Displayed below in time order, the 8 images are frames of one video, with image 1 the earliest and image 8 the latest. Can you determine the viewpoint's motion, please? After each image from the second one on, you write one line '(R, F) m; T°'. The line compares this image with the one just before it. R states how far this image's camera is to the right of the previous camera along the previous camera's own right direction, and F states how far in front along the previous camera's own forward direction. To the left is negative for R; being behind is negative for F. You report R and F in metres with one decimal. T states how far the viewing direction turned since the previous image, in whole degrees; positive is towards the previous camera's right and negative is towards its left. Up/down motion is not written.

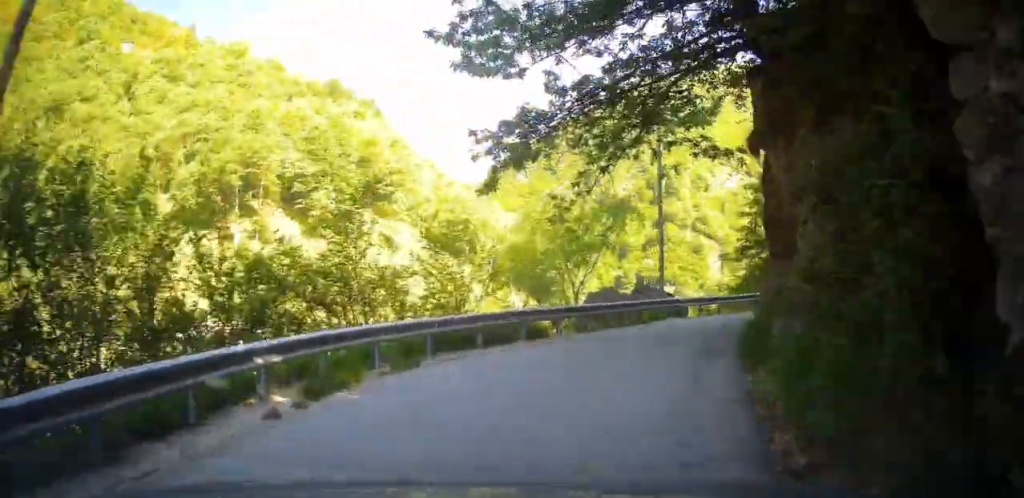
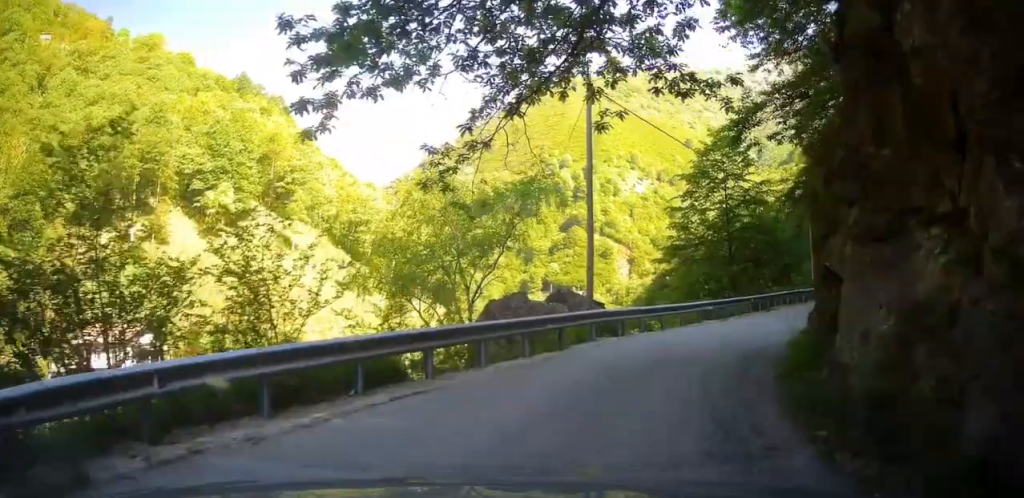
(+0.5, +6.9) m; +7°
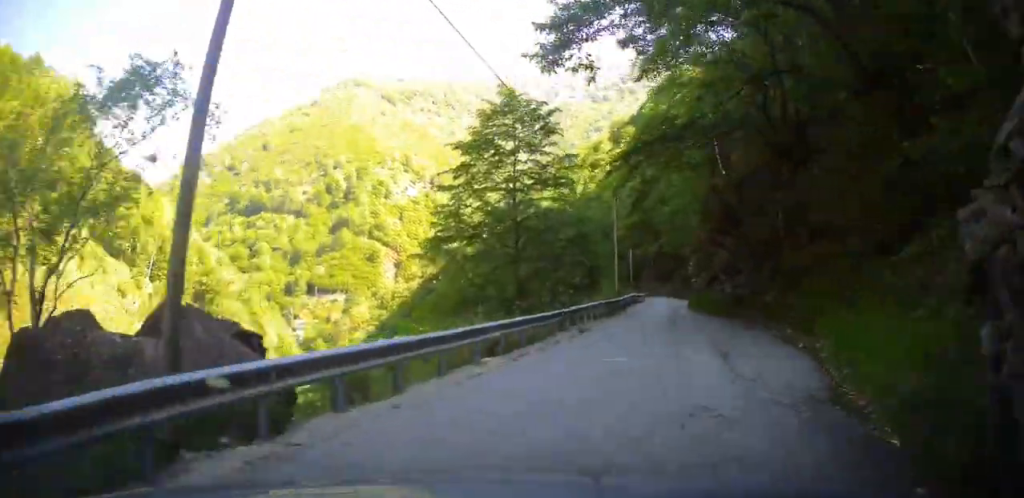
(0.0, +11.8) m; +13°
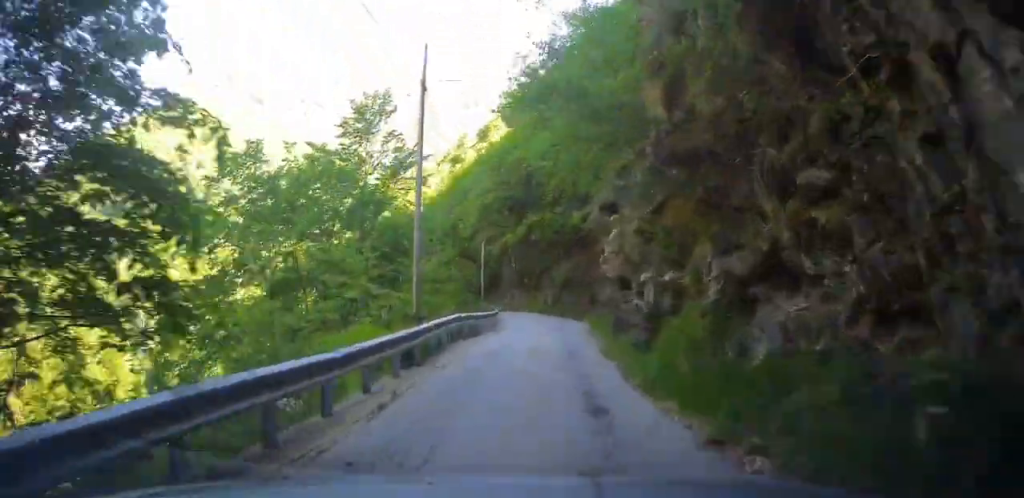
(+6.9, +22.3) m; +22°
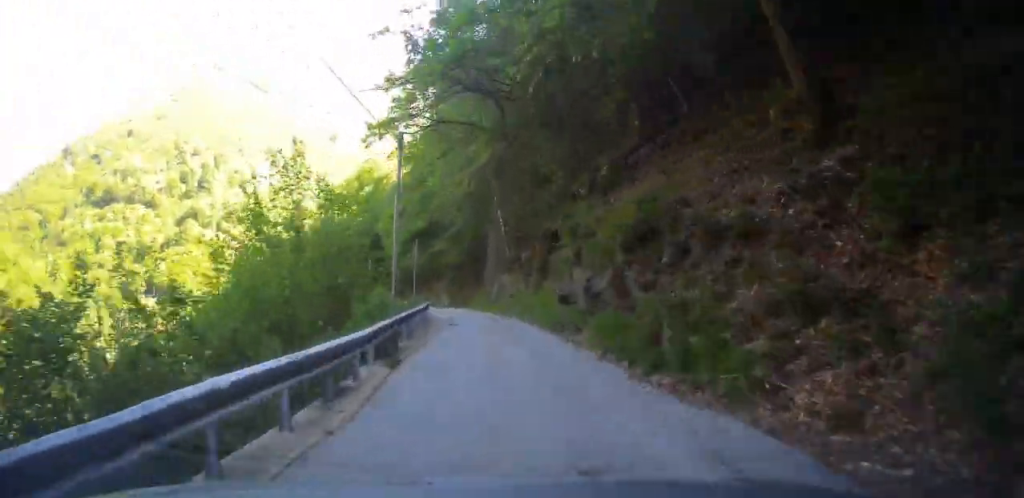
(+1.1, +27.6) m; -1°
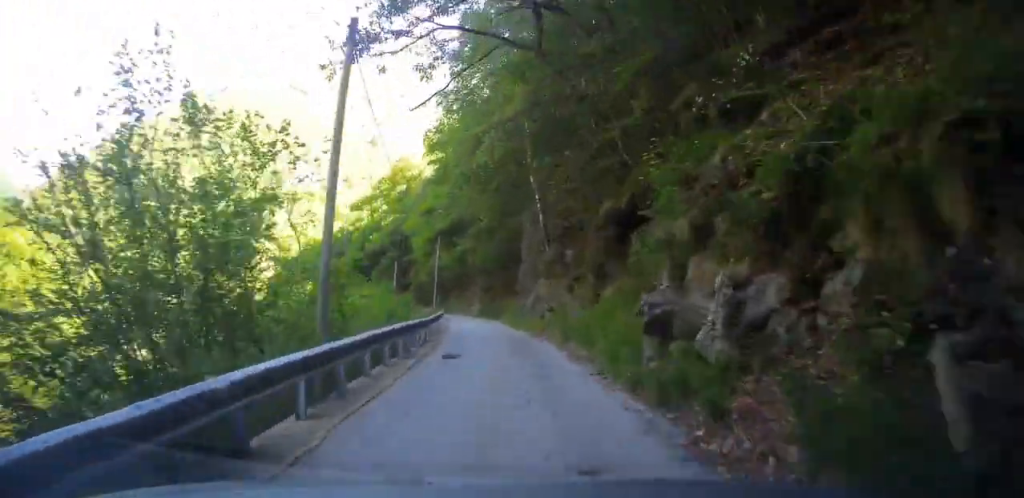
(-0.3, +8.8) m; -3°
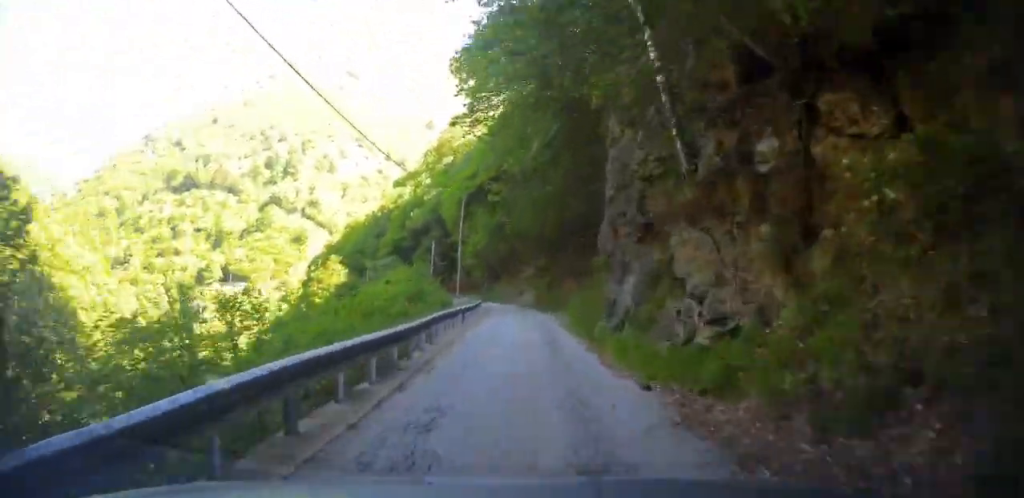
(-0.7, +16.6) m; -5°
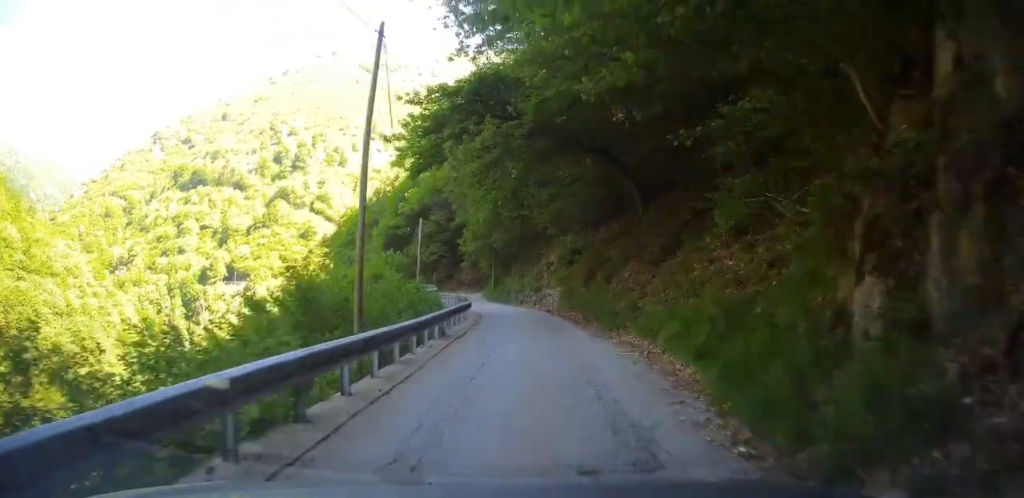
(-0.9, +18.4) m; -4°
